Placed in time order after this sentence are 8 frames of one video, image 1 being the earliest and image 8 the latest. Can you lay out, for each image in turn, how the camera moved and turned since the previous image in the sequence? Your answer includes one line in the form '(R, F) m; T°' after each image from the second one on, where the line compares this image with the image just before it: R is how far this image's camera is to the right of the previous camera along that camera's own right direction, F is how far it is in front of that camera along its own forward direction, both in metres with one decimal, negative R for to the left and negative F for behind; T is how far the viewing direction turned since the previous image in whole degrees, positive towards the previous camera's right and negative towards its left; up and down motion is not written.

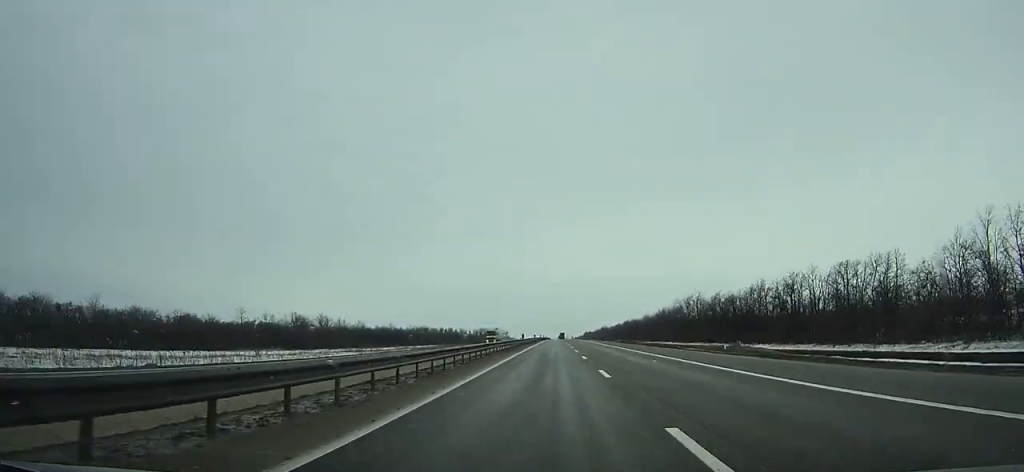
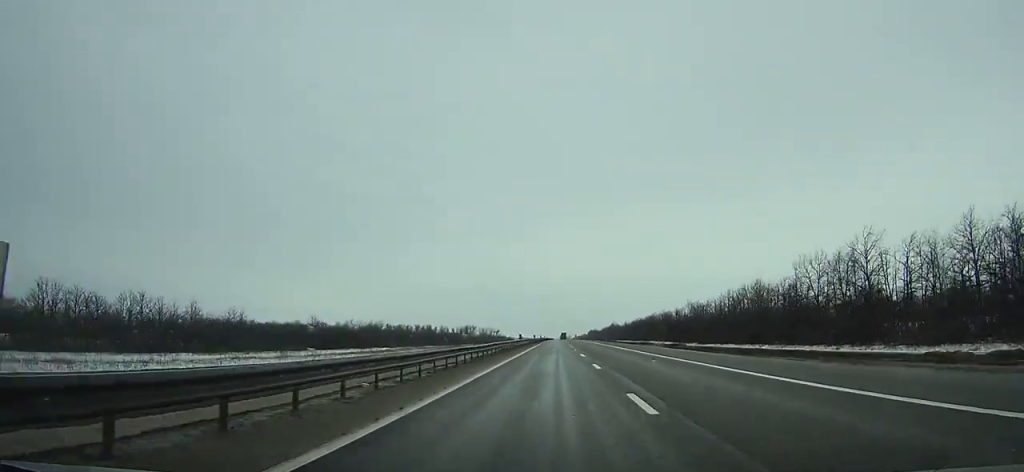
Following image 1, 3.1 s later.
(0.0, +80.9) m; 0°
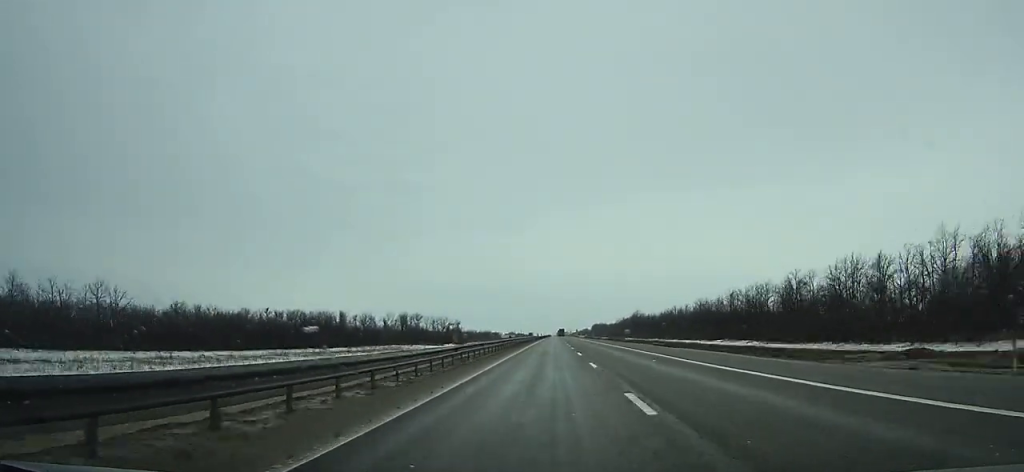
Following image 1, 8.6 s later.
(+0.4, +145.7) m; 0°
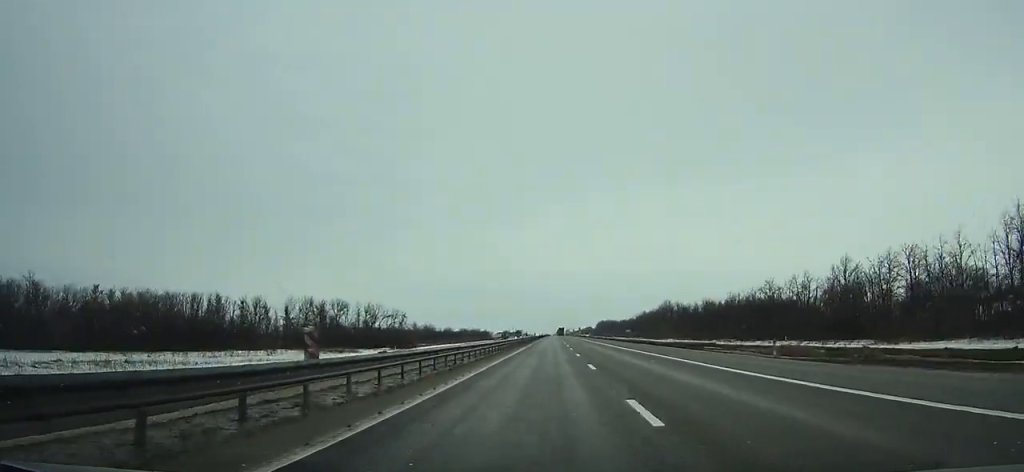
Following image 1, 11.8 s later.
(0.0, +86.2) m; 0°
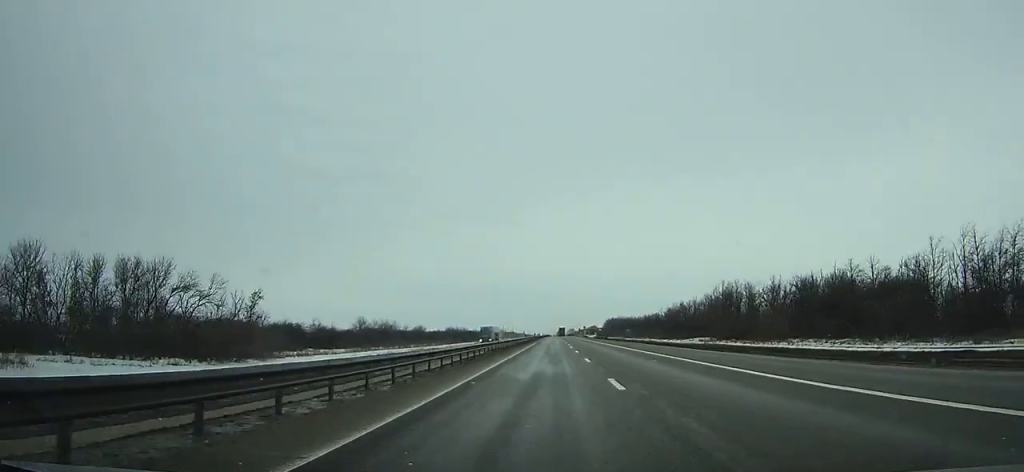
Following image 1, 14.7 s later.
(+0.1, +78.8) m; 0°
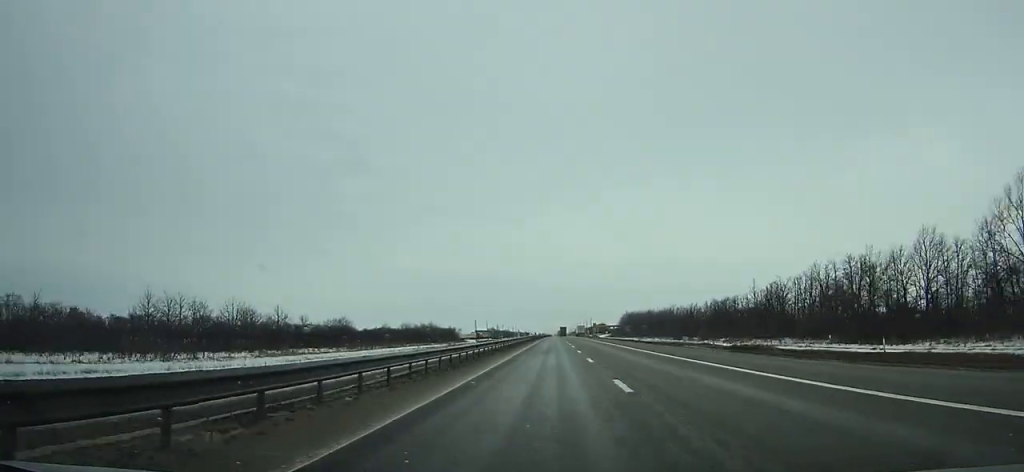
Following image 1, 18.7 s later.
(-0.2, +109.2) m; 0°
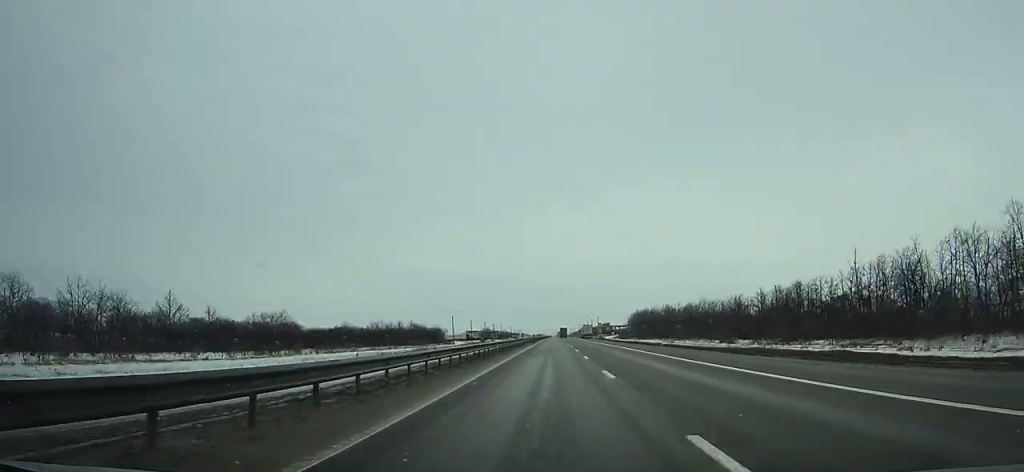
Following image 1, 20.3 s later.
(-0.1, +43.5) m; 0°
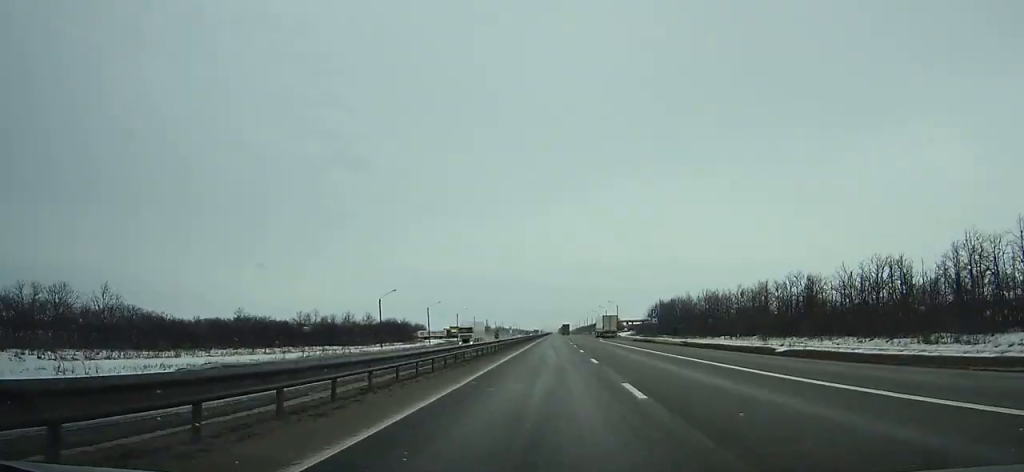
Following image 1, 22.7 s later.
(-0.1, +64.9) m; 0°
